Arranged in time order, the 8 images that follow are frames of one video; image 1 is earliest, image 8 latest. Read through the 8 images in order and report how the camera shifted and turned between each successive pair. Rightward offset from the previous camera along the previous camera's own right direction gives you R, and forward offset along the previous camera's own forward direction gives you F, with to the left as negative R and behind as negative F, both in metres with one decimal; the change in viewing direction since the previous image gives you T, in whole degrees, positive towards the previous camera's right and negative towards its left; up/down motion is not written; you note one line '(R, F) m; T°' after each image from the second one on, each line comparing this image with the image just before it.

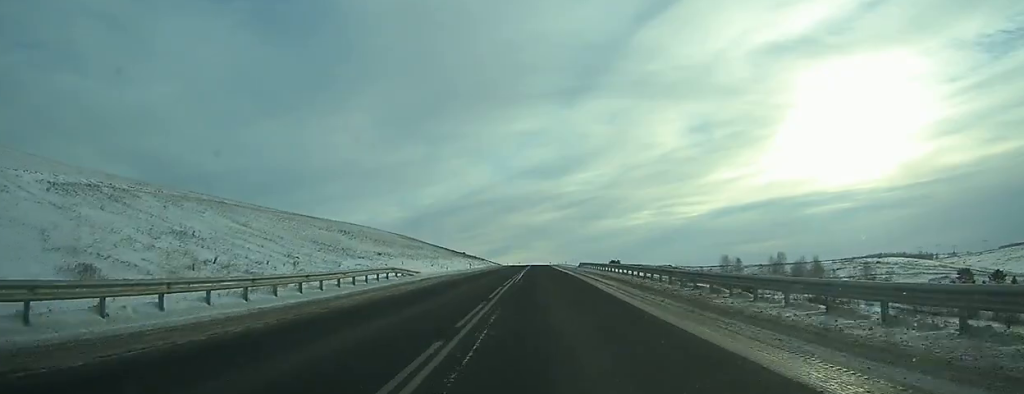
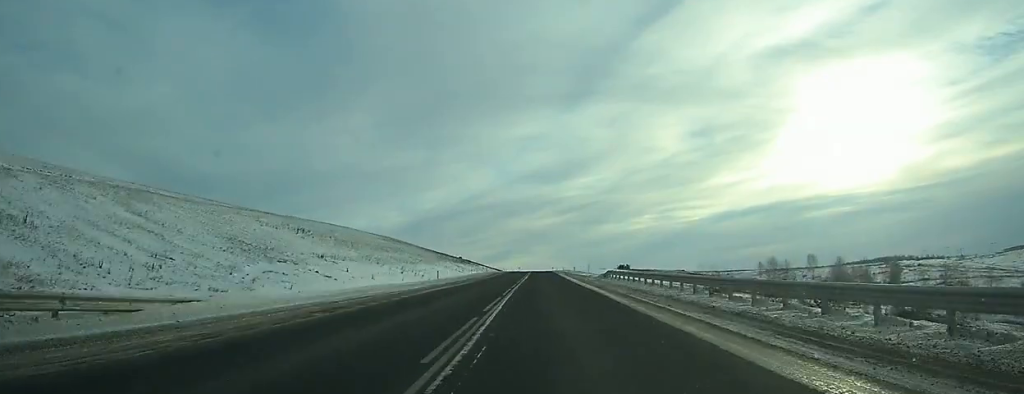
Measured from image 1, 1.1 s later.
(0.0, +27.5) m; 0°
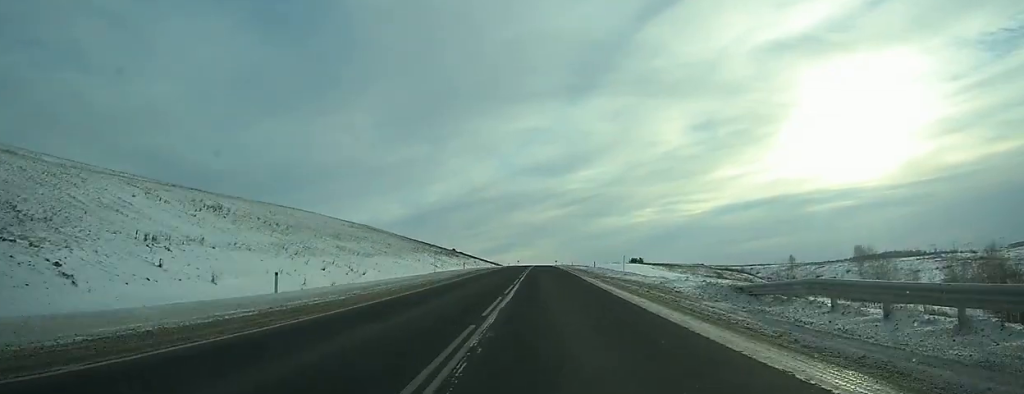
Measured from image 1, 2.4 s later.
(0.0, +34.1) m; 0°
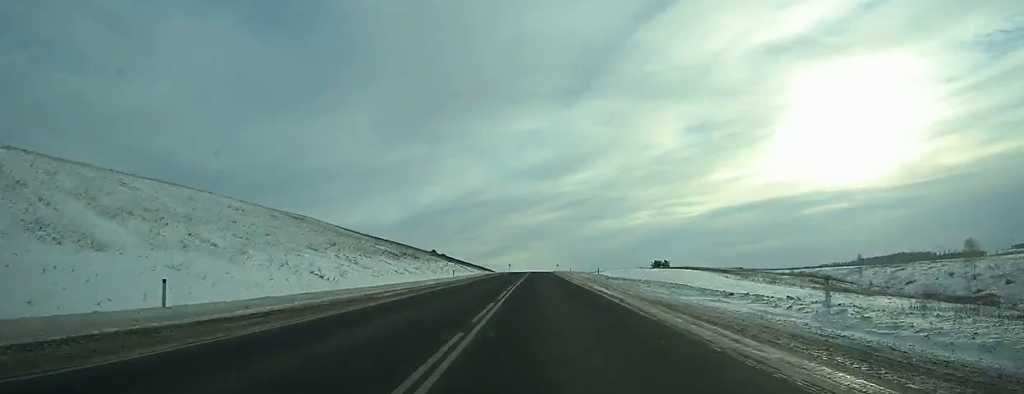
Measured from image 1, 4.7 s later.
(+0.1, +56.5) m; 0°
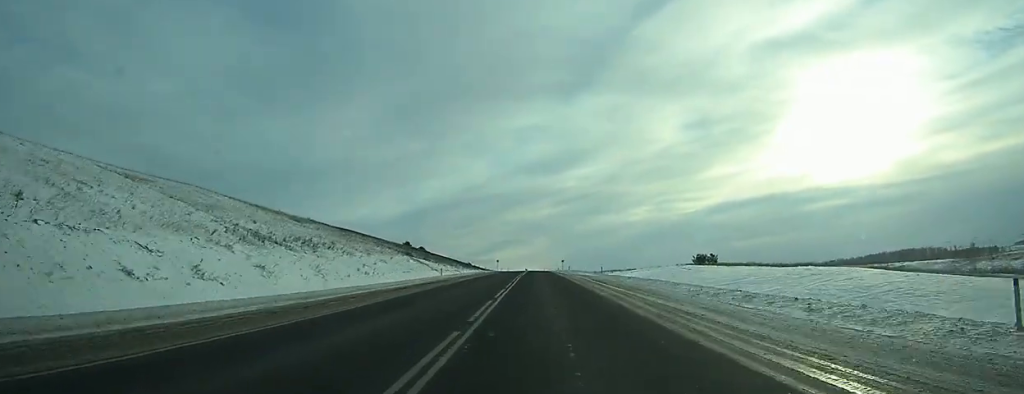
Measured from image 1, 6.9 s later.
(+0.1, +55.5) m; 0°
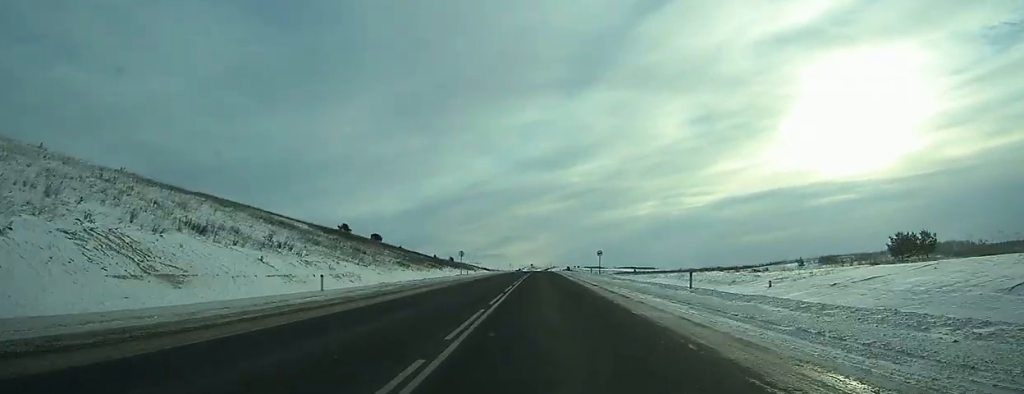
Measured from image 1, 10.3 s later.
(+0.5, +82.6) m; 0°
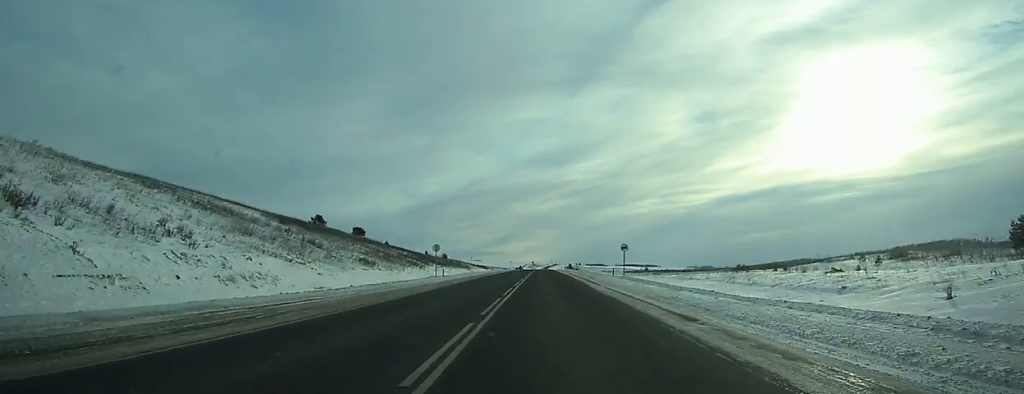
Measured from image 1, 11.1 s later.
(-0.1, +19.9) m; 0°
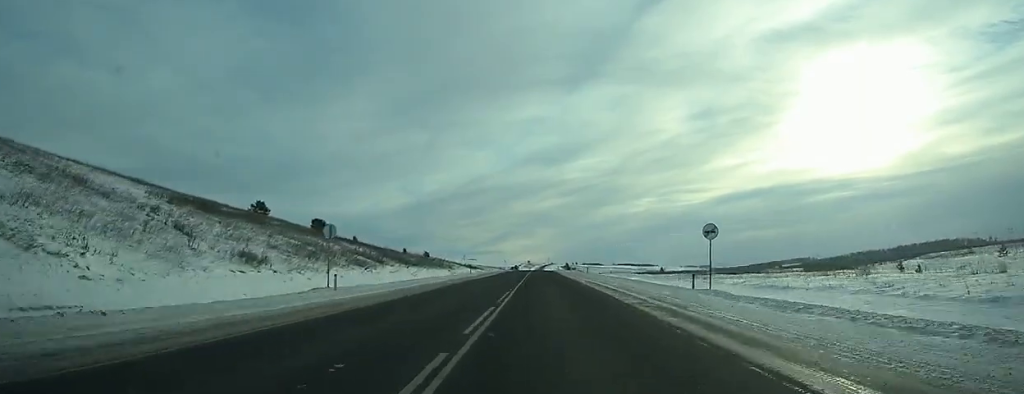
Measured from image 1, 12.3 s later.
(-0.1, +28.2) m; 0°
